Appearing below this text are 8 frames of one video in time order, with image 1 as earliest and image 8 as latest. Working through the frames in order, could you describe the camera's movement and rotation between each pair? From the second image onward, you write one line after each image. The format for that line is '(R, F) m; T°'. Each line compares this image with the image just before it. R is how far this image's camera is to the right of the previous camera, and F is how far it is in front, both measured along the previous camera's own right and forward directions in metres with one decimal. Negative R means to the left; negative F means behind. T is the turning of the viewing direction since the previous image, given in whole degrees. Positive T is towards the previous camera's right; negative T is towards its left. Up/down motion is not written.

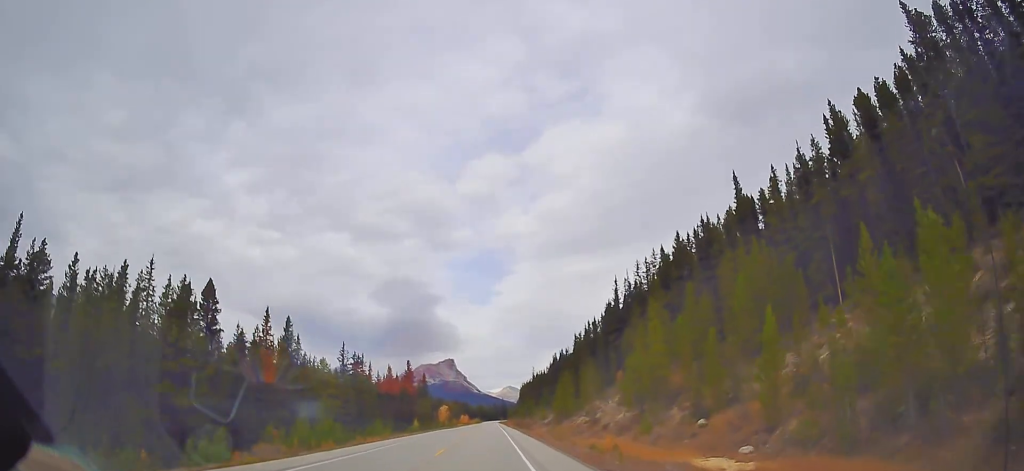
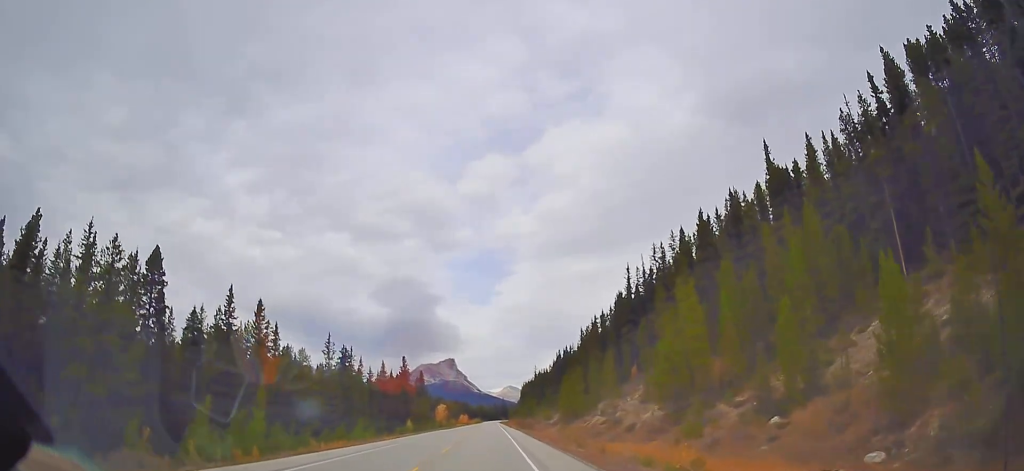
(+0.3, +10.9) m; 0°
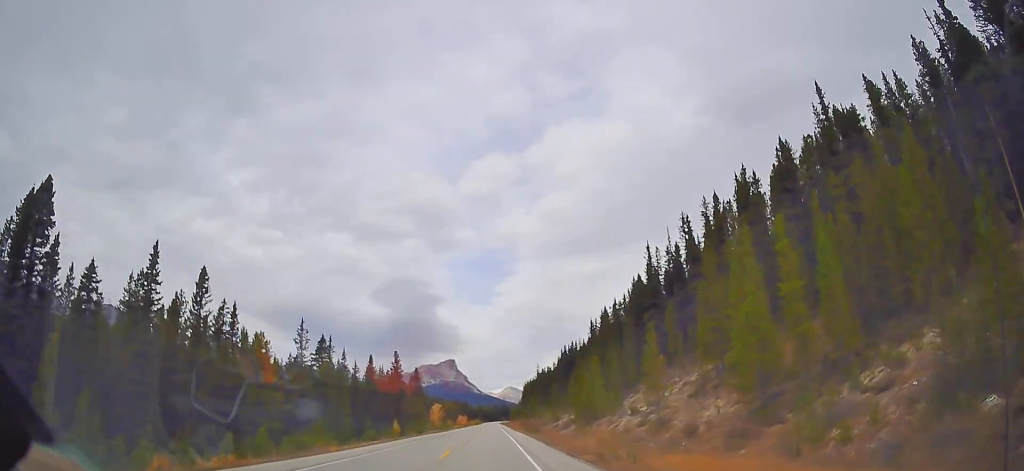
(0.0, +16.0) m; 0°
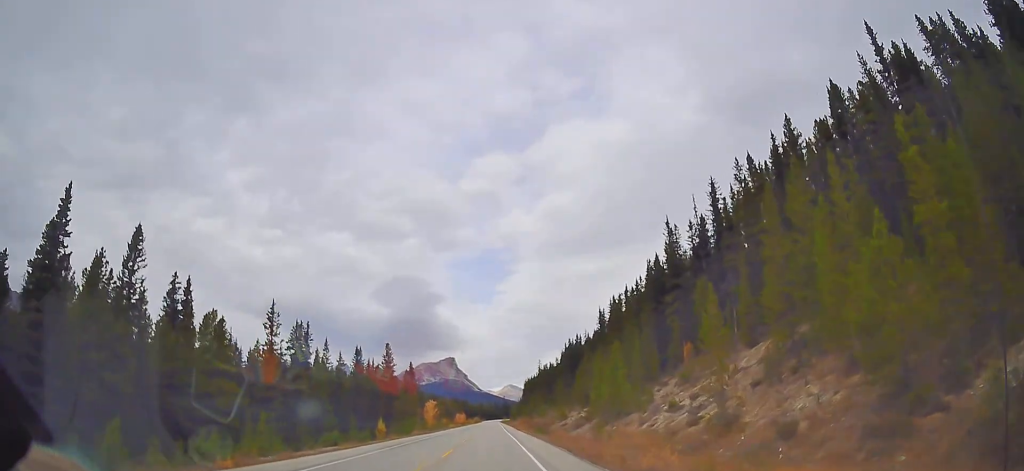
(-0.3, +13.1) m; 0°
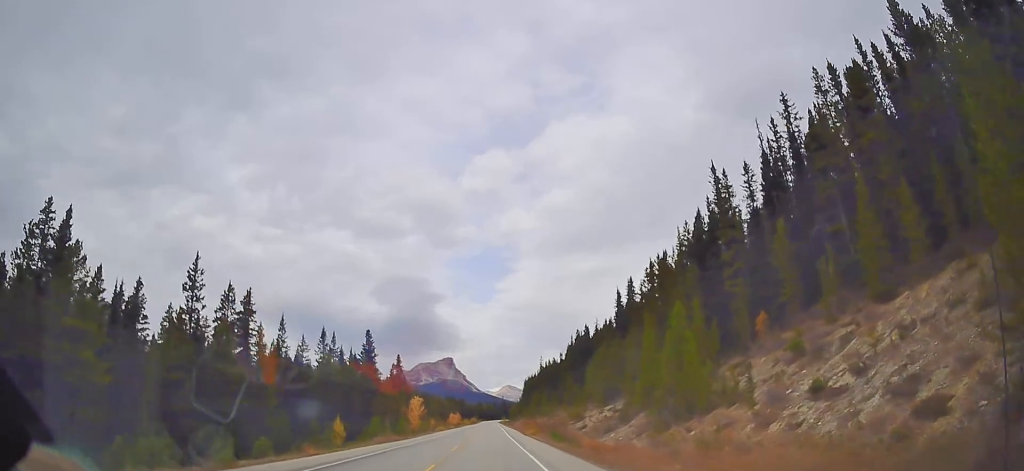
(+0.7, +21.8) m; 0°
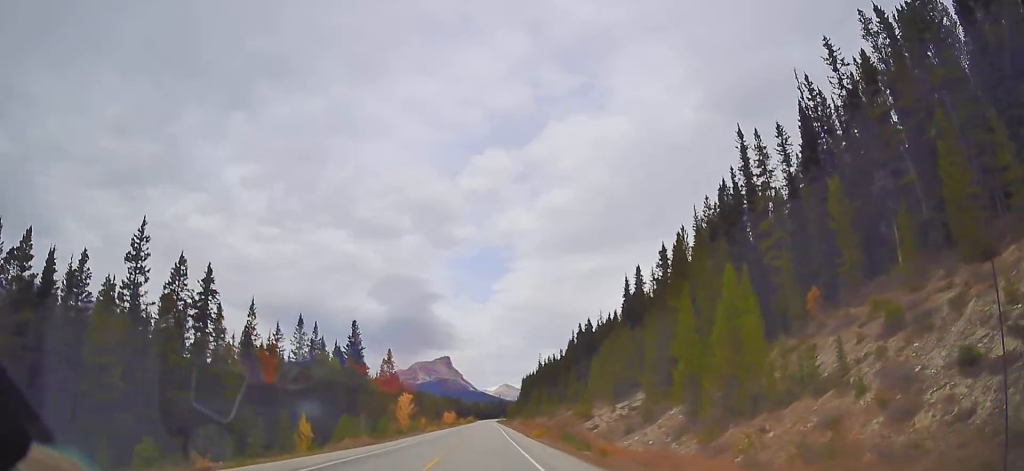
(-0.2, +10.1) m; 0°
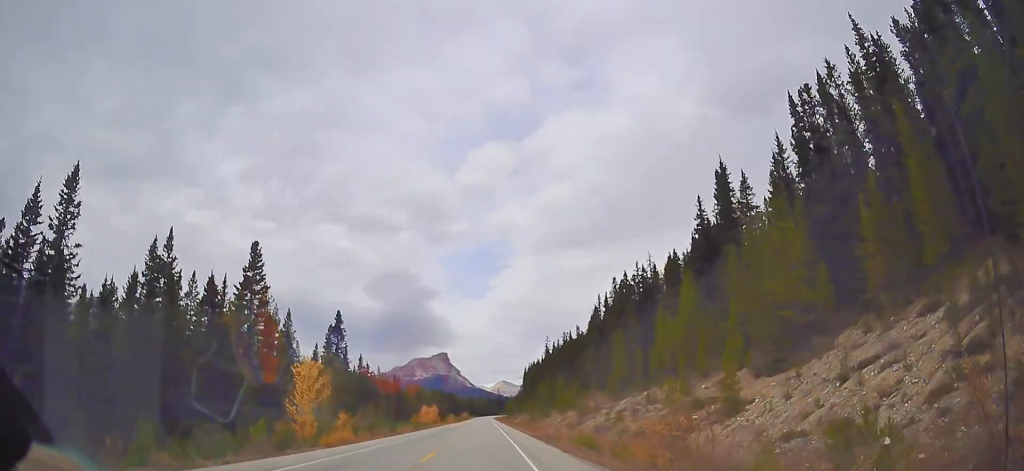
(-0.1, +50.6) m; 0°
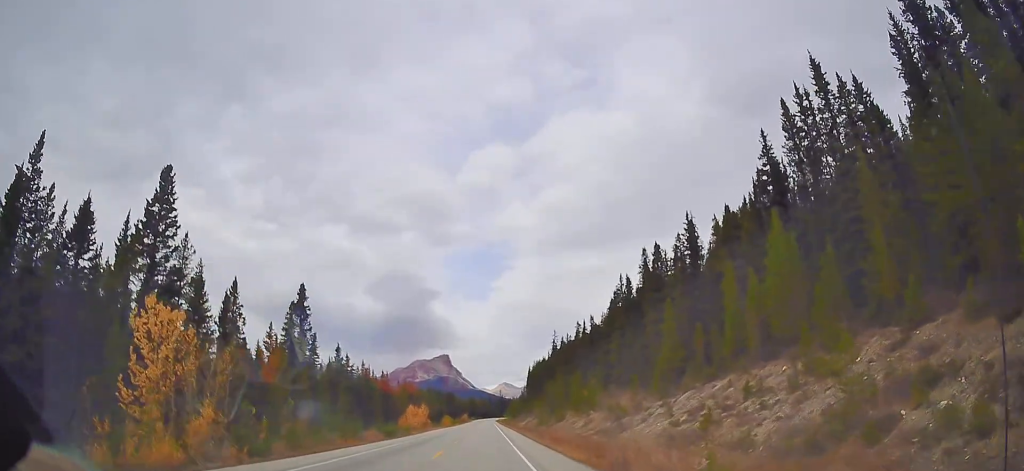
(-0.1, +22.5) m; 0°
